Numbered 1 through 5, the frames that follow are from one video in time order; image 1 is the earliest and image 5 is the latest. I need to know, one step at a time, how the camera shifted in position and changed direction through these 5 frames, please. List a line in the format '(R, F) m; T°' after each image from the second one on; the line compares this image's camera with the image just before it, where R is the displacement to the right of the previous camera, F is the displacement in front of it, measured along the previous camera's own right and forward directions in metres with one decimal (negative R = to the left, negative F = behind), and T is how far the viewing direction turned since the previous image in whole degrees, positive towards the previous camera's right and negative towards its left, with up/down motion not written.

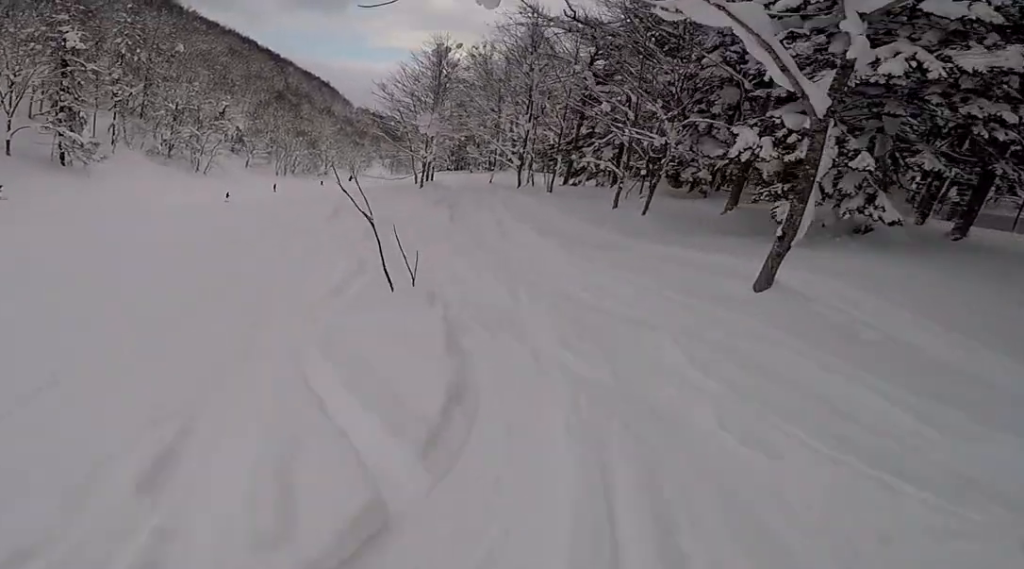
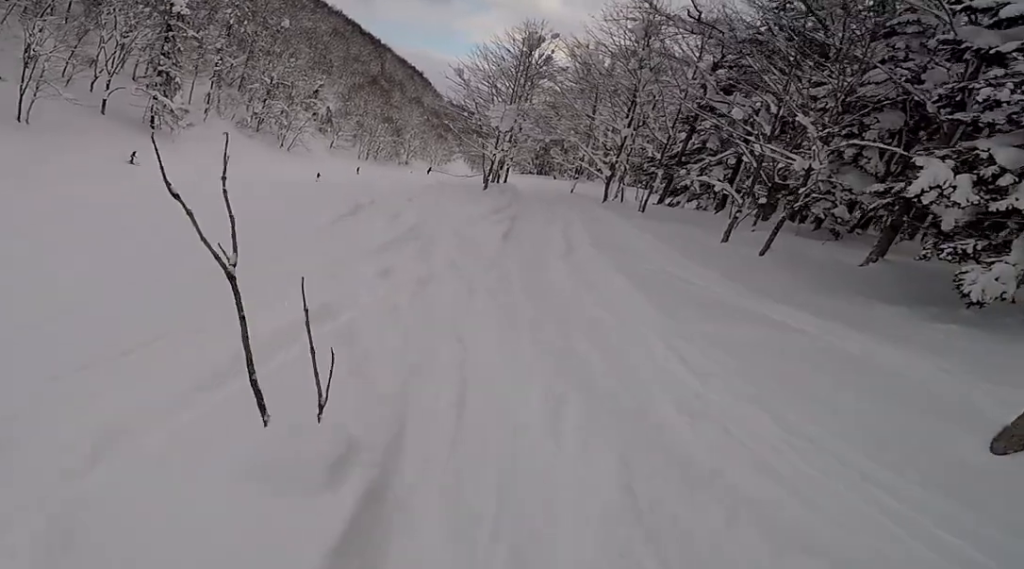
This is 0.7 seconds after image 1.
(+0.2, +2.9) m; -3°
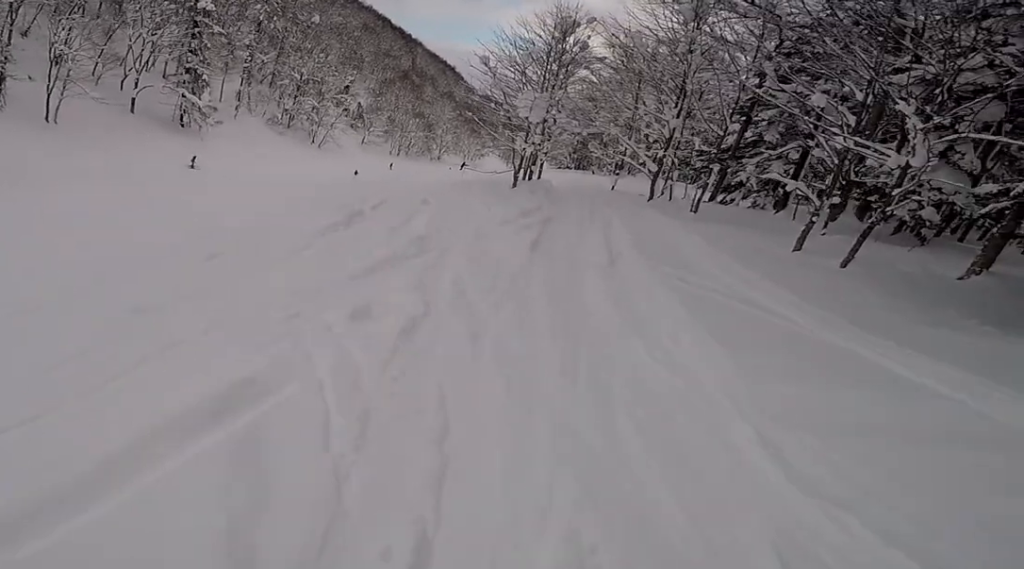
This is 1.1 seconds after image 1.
(+0.3, +1.7) m; -2°
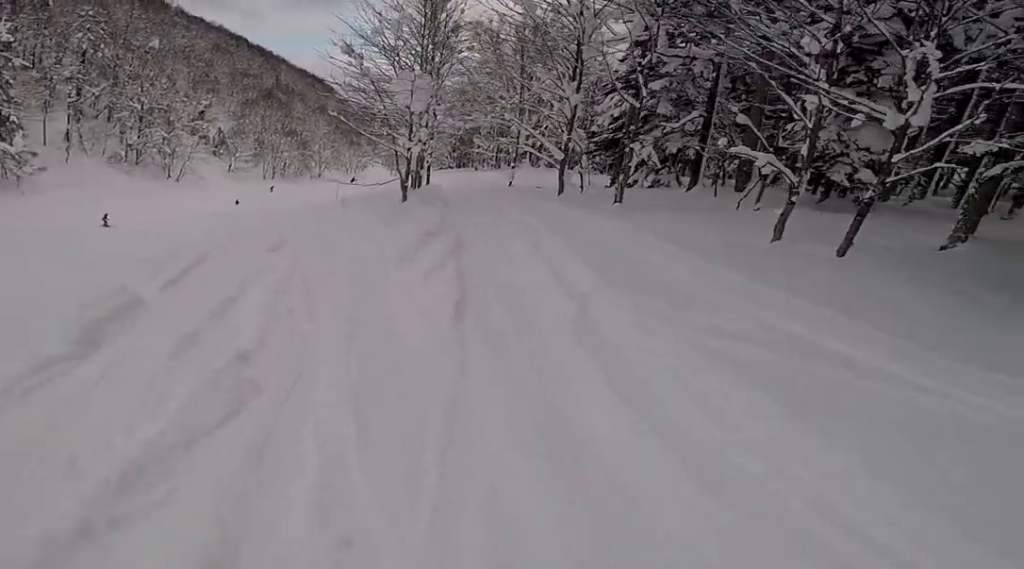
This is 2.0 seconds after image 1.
(-0.7, +3.2) m; 0°
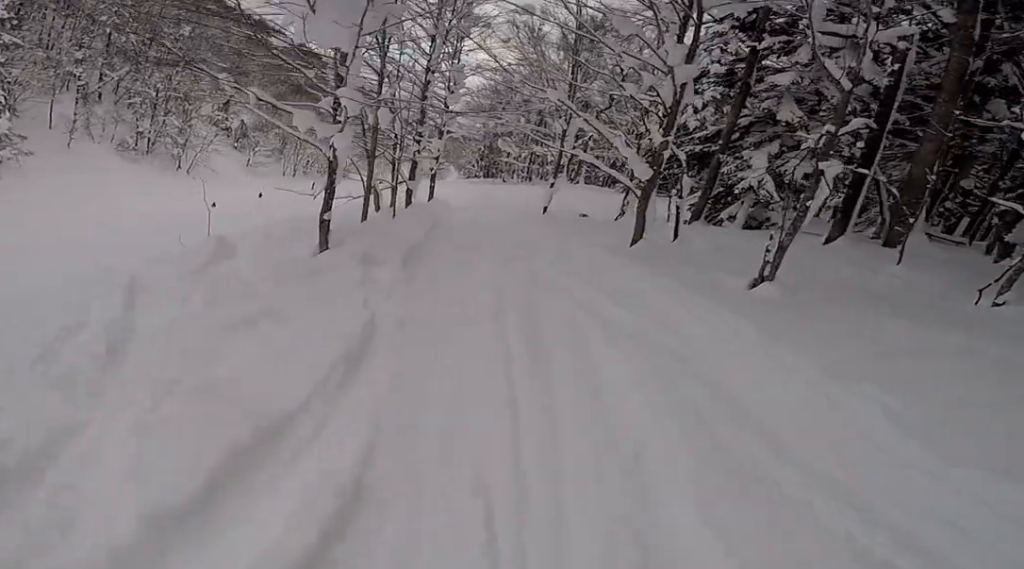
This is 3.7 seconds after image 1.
(+1.3, +5.7) m; +8°
